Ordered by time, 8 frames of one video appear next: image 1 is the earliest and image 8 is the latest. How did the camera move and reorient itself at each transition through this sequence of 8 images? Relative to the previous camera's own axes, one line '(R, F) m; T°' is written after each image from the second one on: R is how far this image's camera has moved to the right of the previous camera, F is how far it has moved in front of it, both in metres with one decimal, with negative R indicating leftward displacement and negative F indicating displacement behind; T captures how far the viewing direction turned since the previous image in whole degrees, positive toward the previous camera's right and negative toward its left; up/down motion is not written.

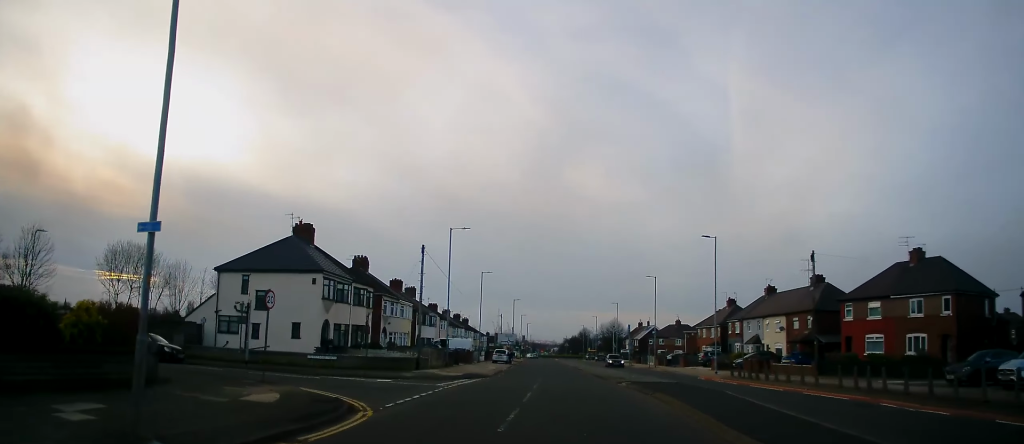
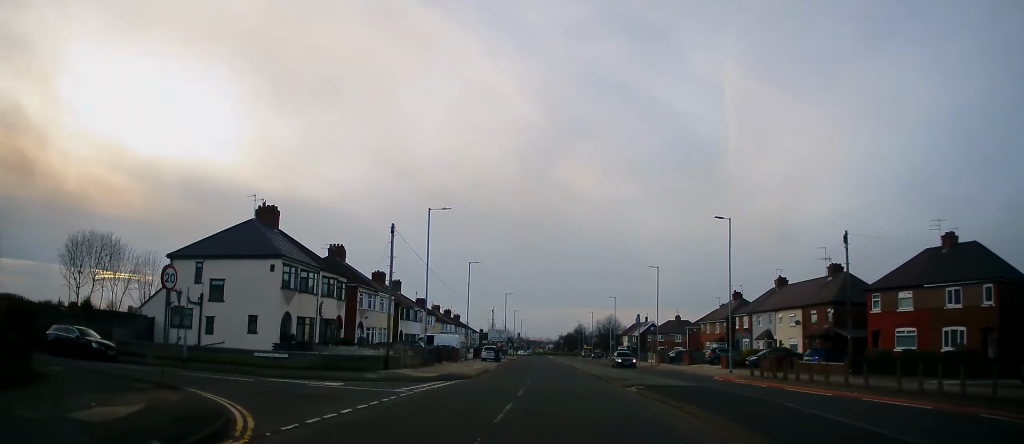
(0.0, +5.3) m; +3°
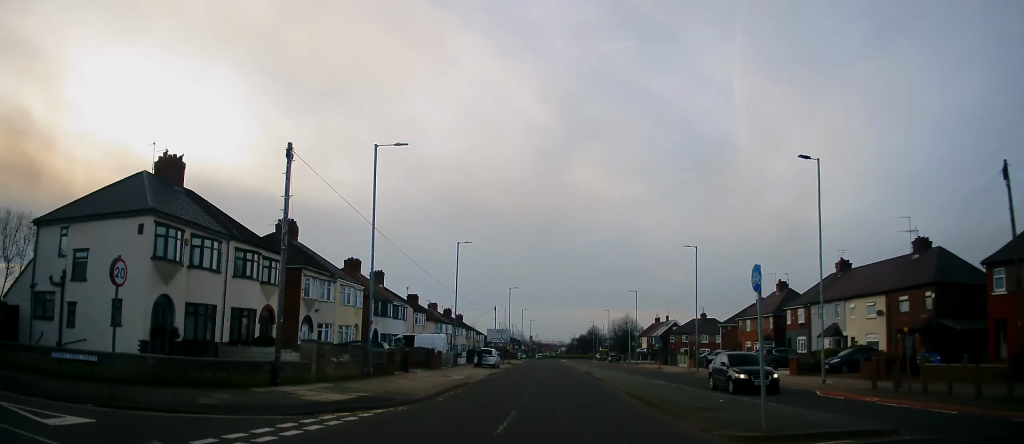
(+0.6, +13.1) m; +1°
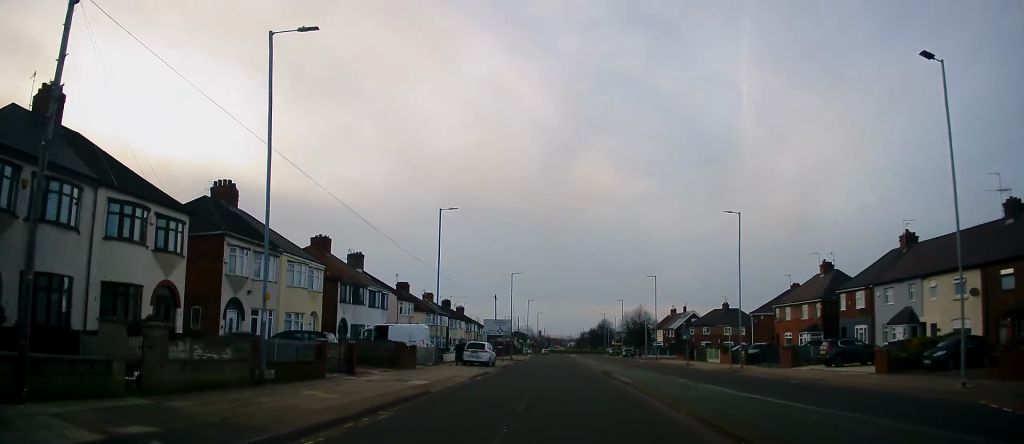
(-0.5, +10.2) m; -2°
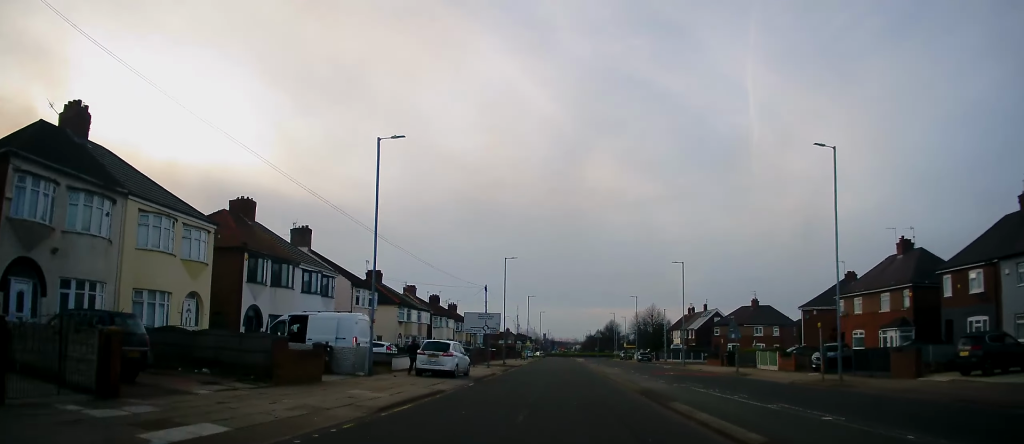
(-0.1, +14.0) m; 0°
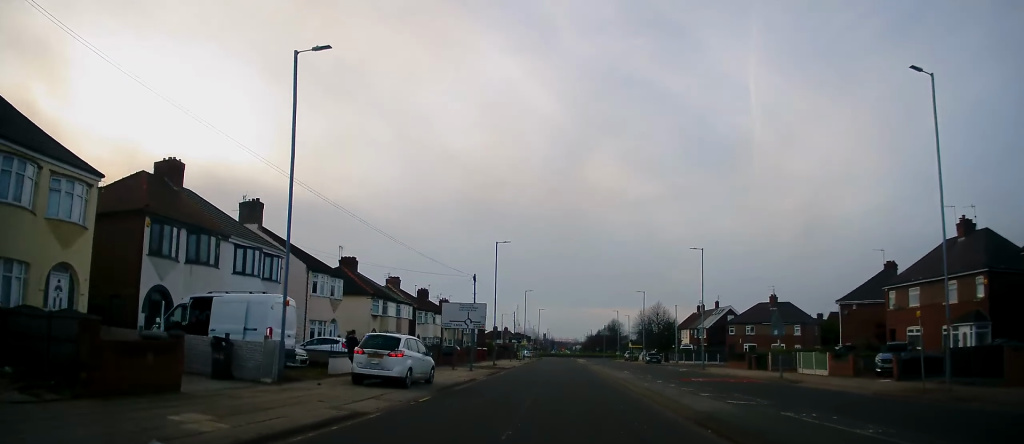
(0.0, +8.0) m; 0°
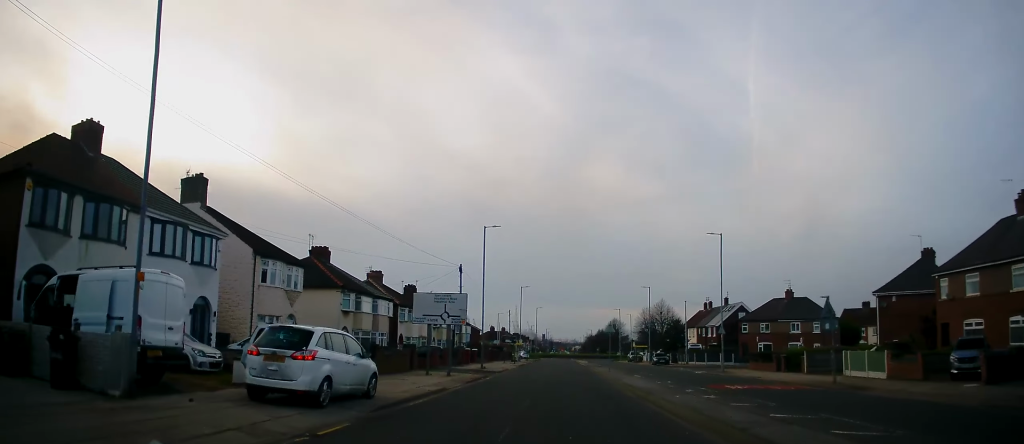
(0.0, +6.5) m; 0°
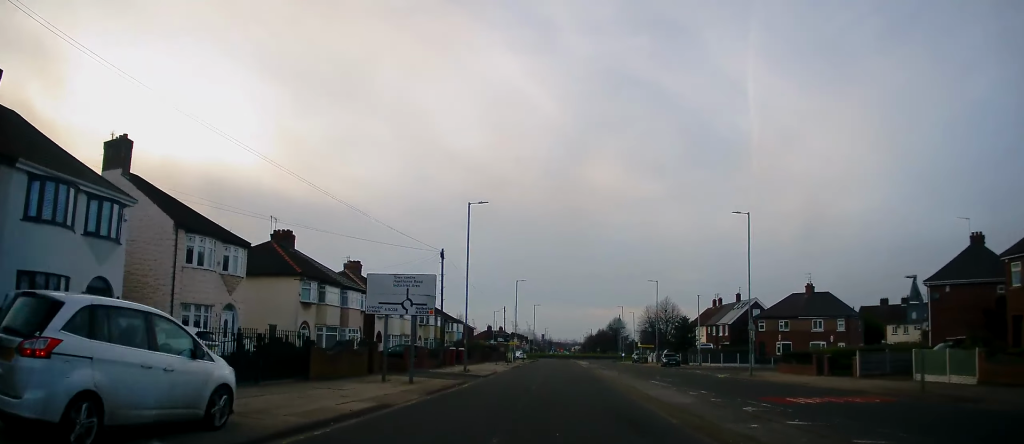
(0.0, +6.9) m; 0°
